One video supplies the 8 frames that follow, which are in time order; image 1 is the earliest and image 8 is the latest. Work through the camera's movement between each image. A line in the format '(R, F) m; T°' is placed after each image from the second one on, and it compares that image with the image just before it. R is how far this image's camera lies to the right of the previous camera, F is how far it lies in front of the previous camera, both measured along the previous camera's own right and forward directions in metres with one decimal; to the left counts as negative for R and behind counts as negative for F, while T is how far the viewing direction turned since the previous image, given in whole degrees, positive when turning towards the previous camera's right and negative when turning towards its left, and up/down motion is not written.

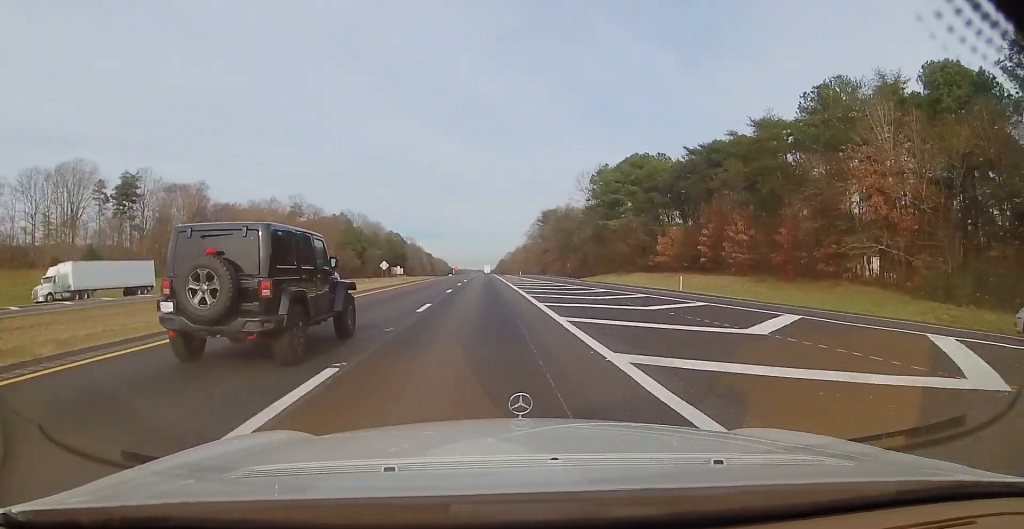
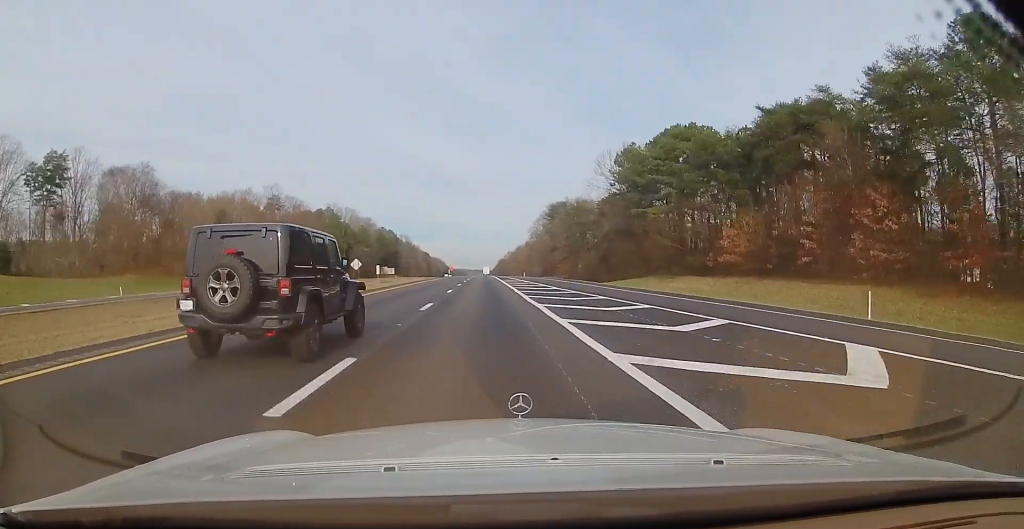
(0.0, +23.3) m; 0°
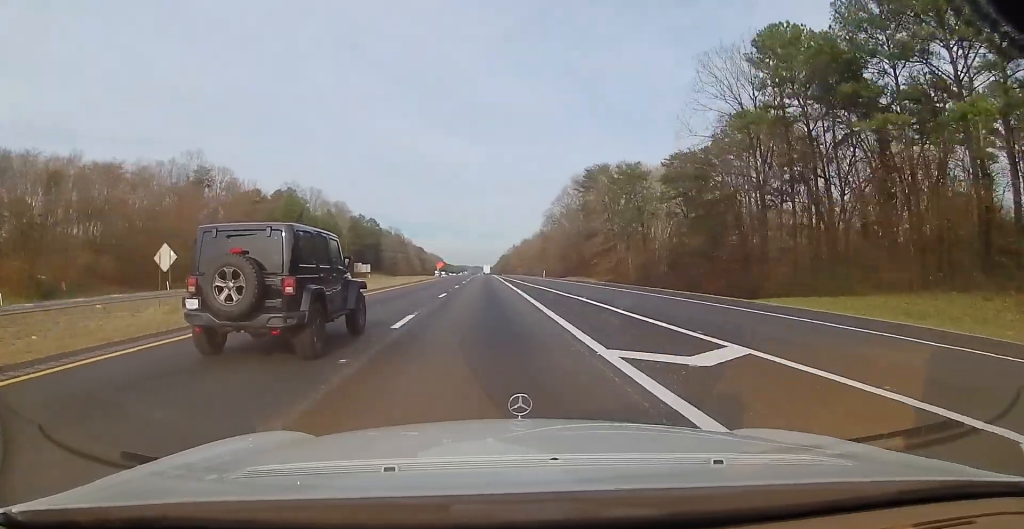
(-0.5, +53.6) m; 0°
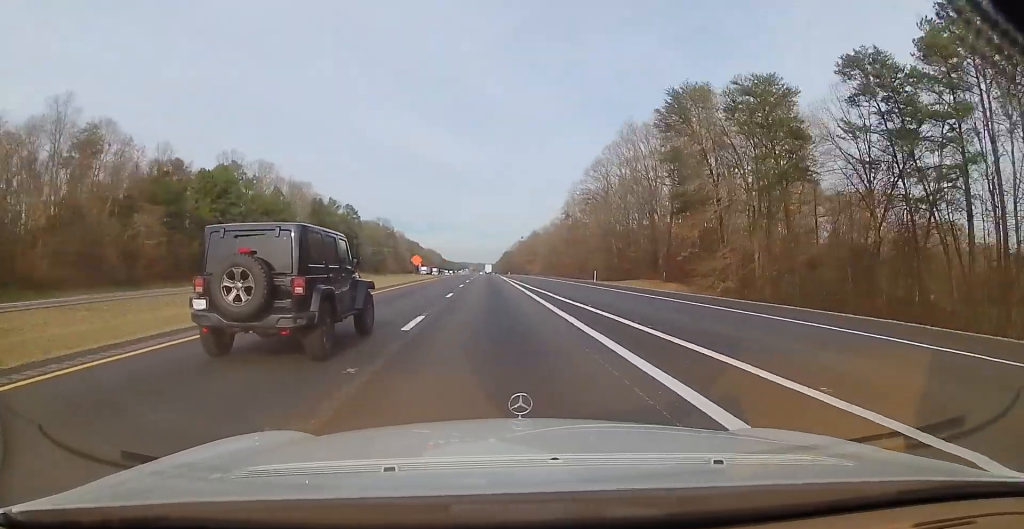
(+0.8, +49.1) m; +1°
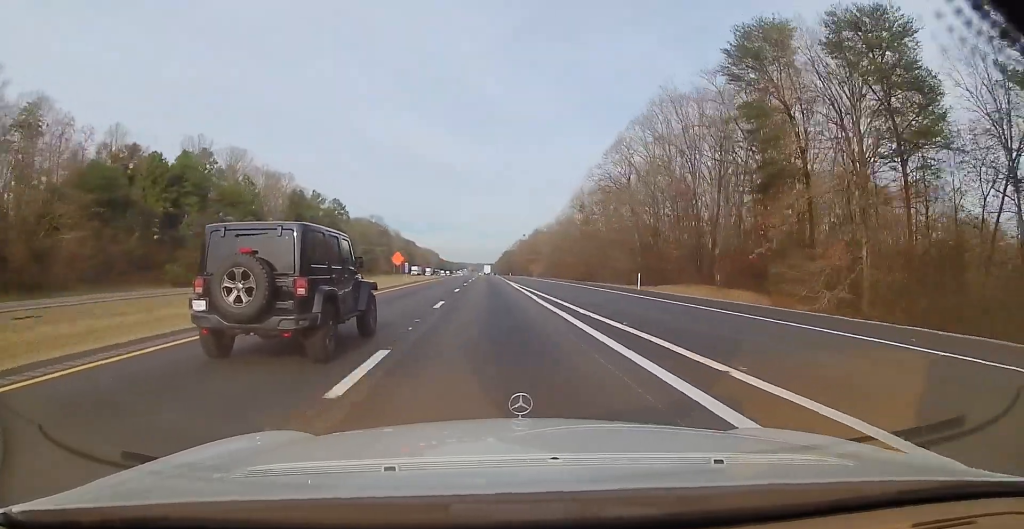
(+0.2, +17.8) m; 0°
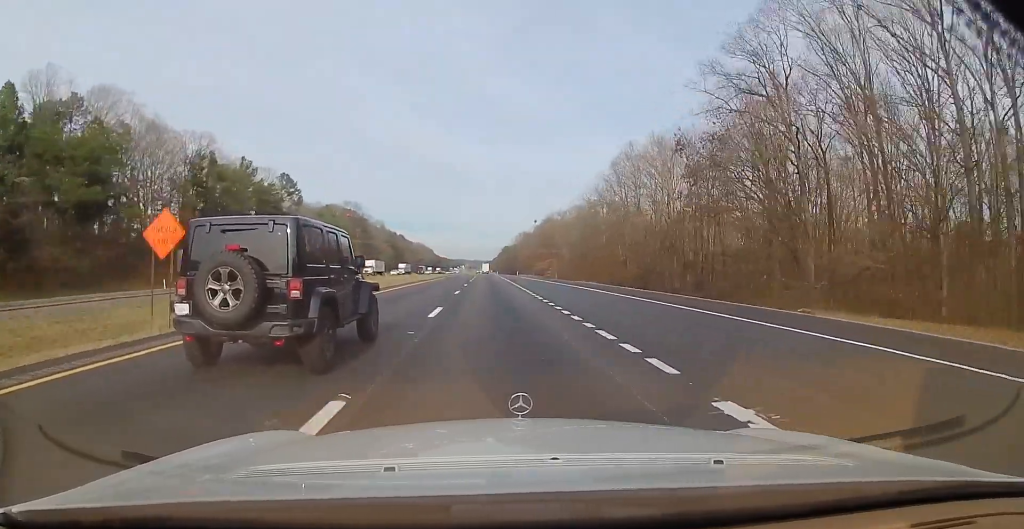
(-0.9, +51.6) m; 0°
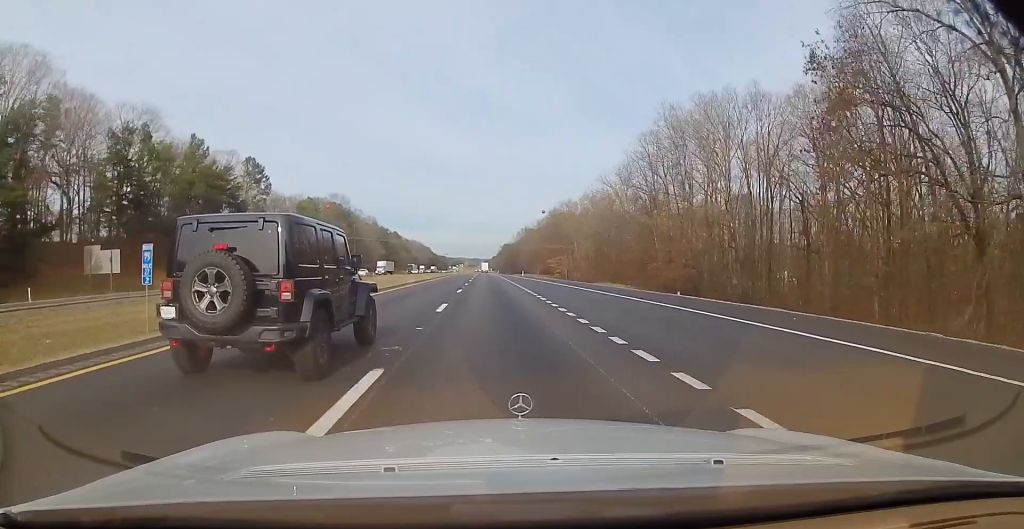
(+0.1, +22.5) m; 0°
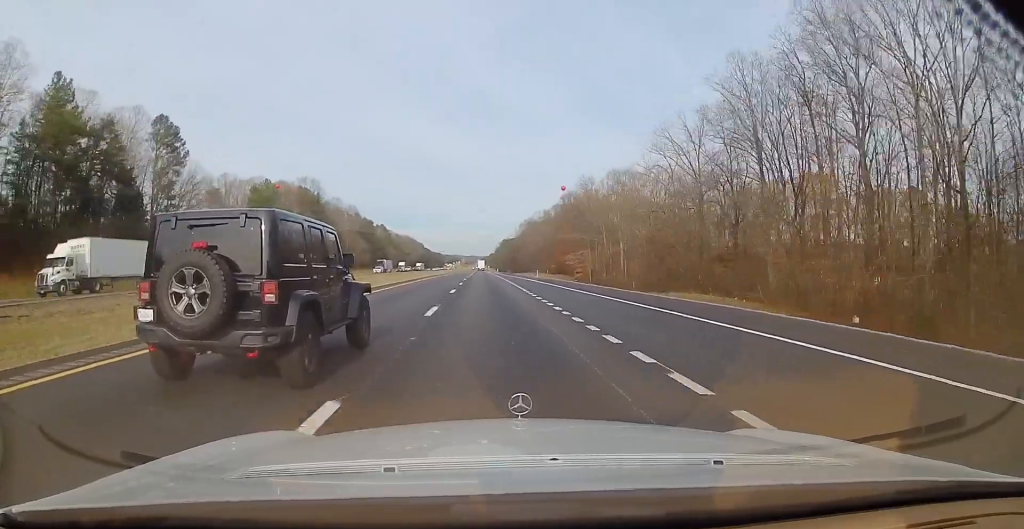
(+0.2, +38.4) m; 0°
